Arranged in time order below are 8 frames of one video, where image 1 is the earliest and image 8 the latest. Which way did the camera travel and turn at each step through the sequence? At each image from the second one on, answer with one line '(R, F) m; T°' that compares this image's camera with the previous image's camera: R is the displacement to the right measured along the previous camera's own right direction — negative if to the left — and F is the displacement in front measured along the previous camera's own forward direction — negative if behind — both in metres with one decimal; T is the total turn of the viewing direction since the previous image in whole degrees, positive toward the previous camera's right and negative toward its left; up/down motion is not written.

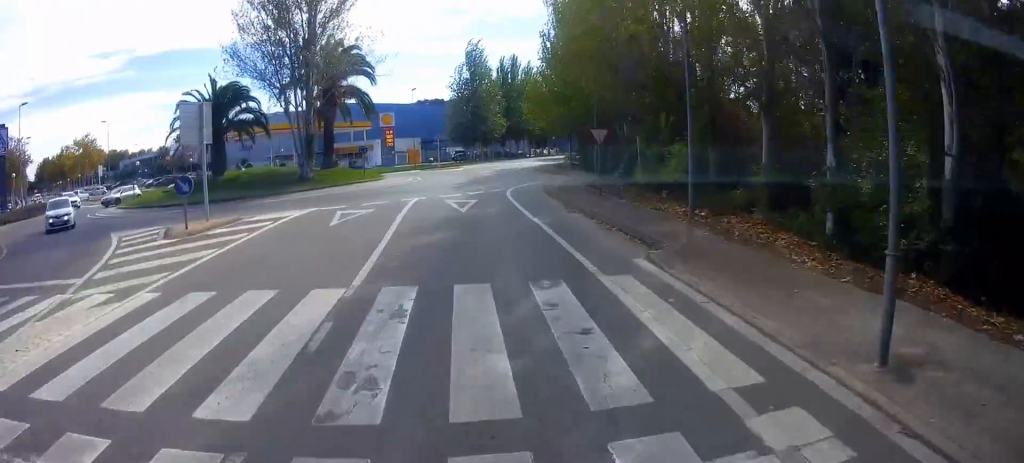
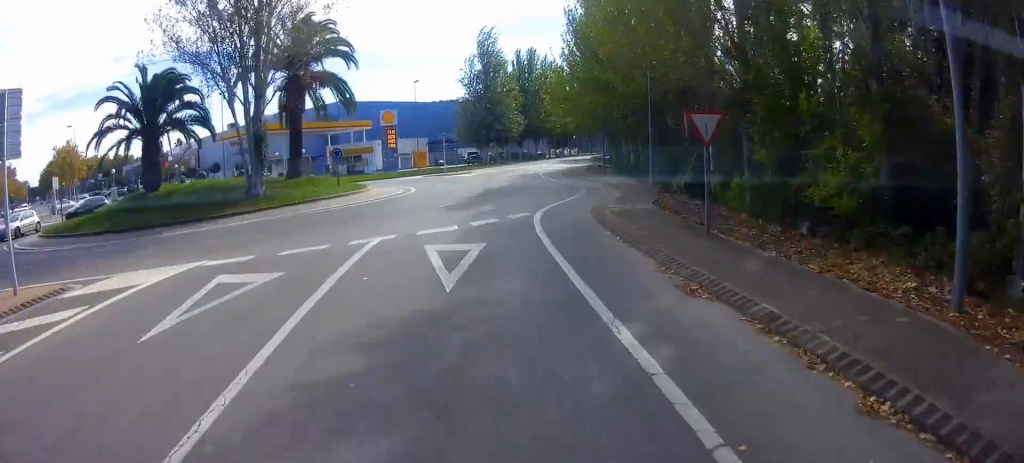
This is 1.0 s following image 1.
(0.0, +11.1) m; -4°
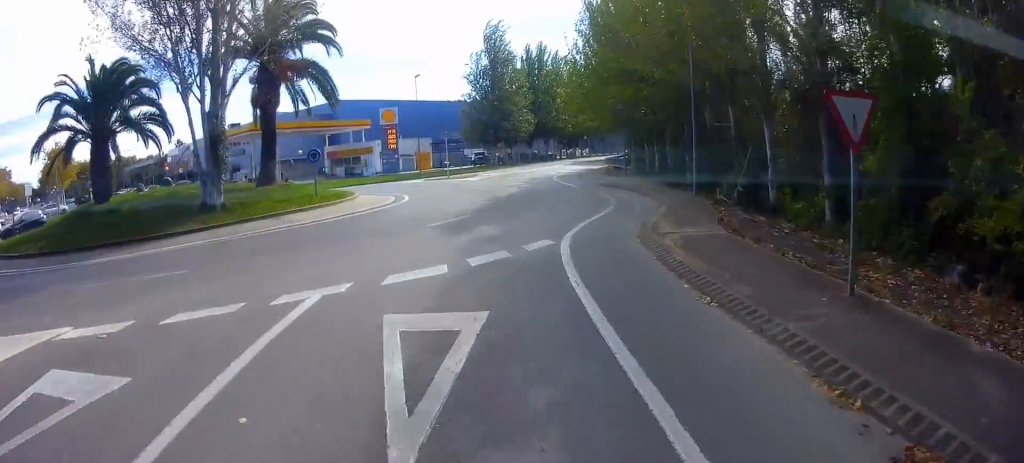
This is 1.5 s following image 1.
(-0.5, +5.2) m; -3°
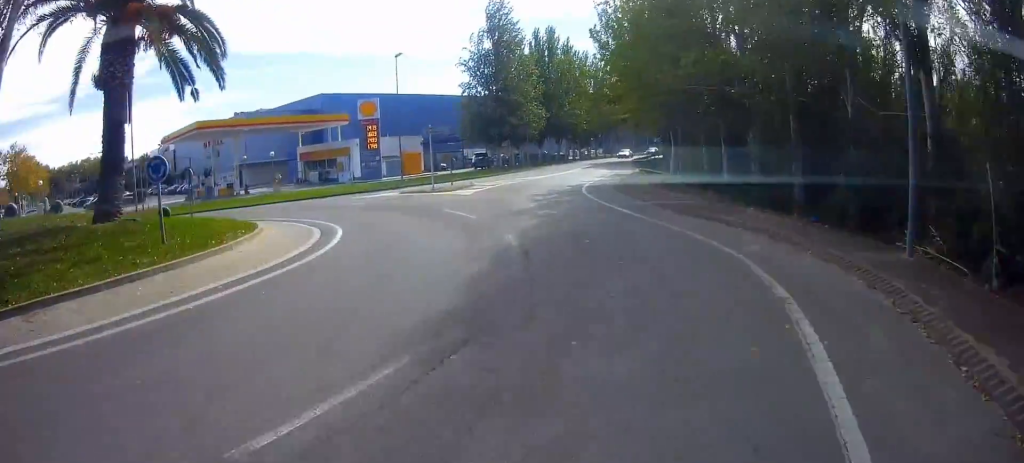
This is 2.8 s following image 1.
(-0.6, +12.5) m; 0°
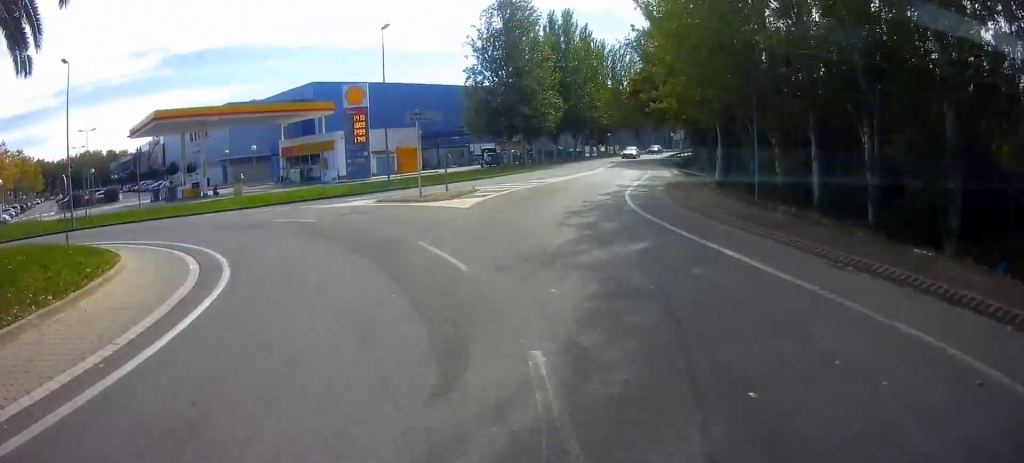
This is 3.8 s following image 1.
(+0.5, +8.6) m; 0°
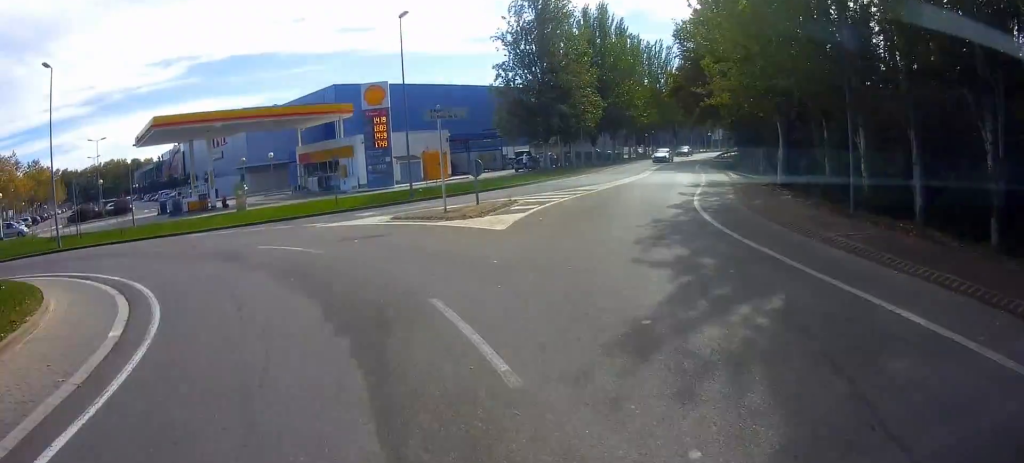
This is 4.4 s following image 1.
(-0.2, +4.7) m; -6°
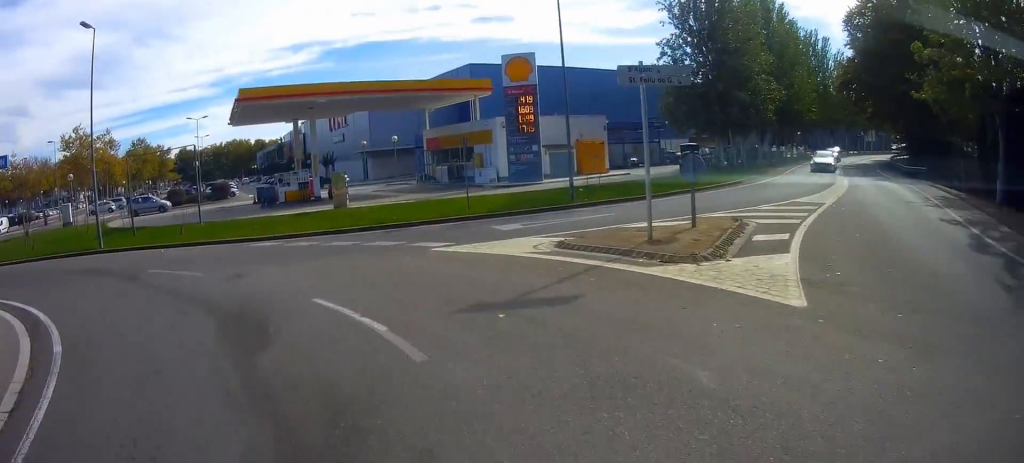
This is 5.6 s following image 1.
(-1.1, +8.2) m; -12°
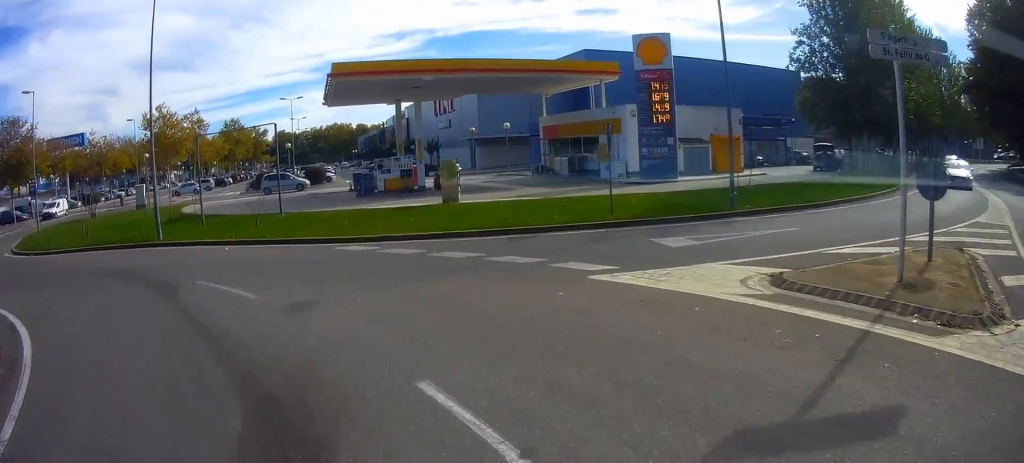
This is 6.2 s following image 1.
(-0.2, +3.9) m; -8°
